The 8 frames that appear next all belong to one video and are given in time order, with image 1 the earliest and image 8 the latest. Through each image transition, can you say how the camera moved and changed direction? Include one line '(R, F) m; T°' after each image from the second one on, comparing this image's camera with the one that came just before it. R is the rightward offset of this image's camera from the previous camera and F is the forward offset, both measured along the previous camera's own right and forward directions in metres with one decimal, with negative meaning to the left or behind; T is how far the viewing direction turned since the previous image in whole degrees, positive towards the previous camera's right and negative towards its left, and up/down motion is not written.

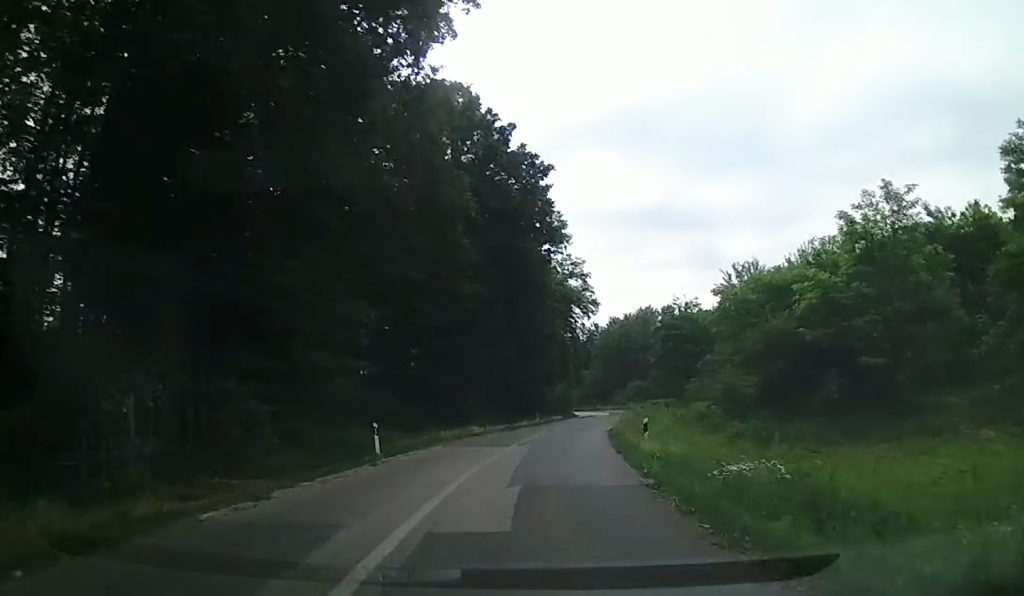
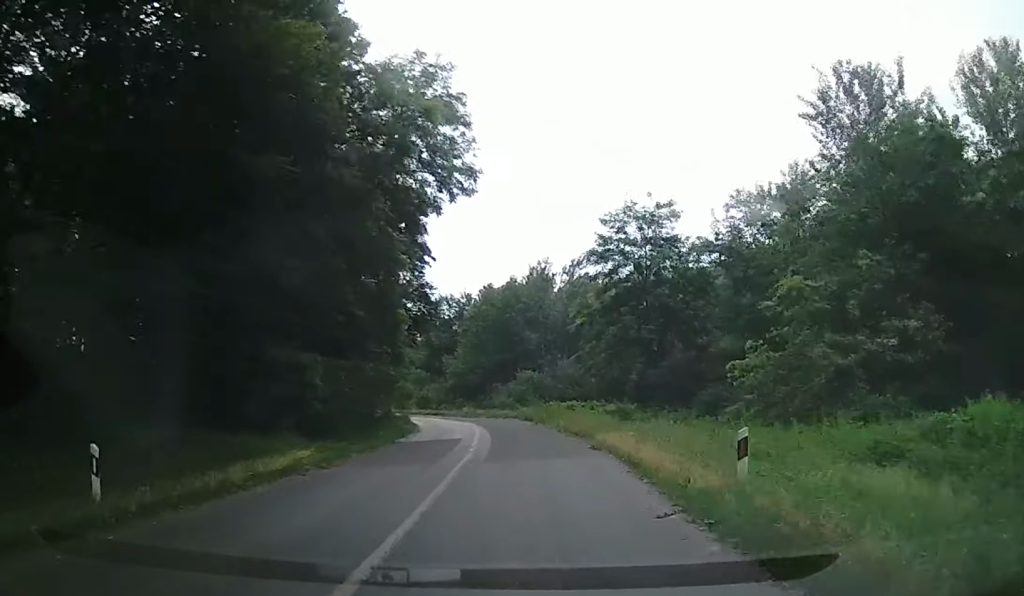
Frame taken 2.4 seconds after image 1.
(+4.6, +45.2) m; +8°
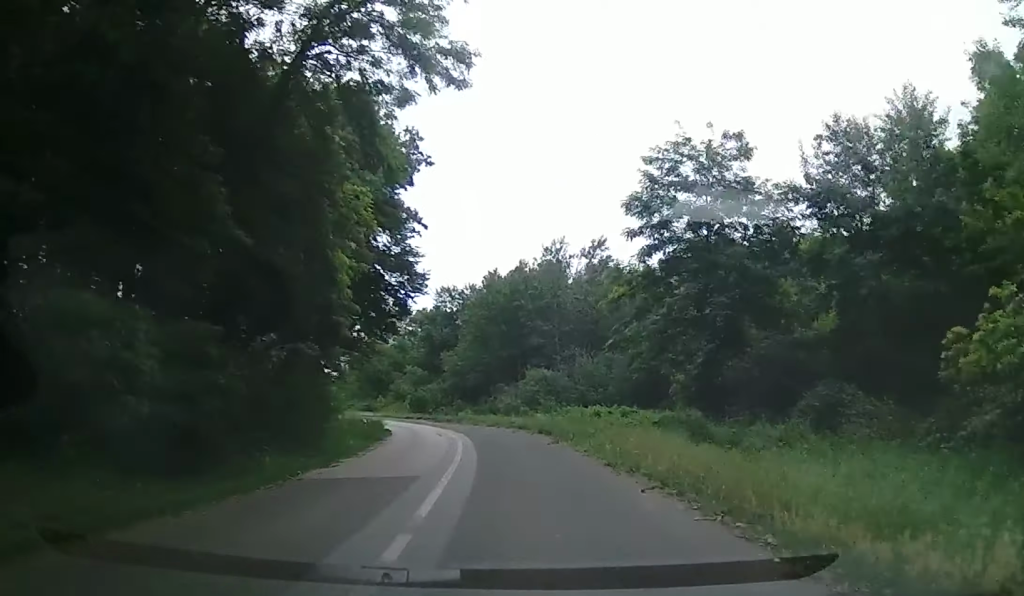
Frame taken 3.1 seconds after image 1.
(+0.1, +12.3) m; -2°
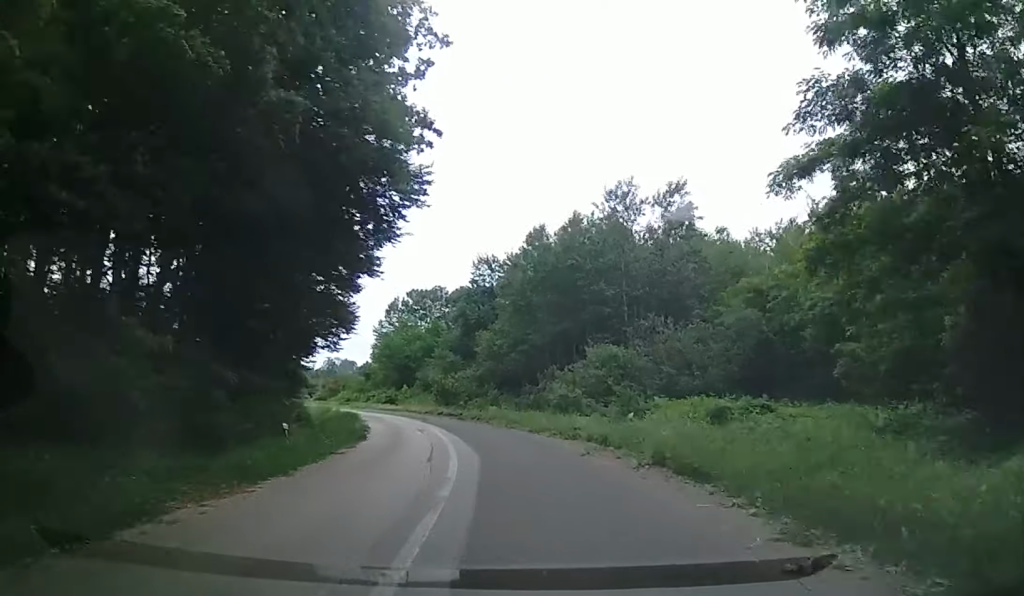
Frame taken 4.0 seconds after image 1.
(-0.8, +17.3) m; -7°
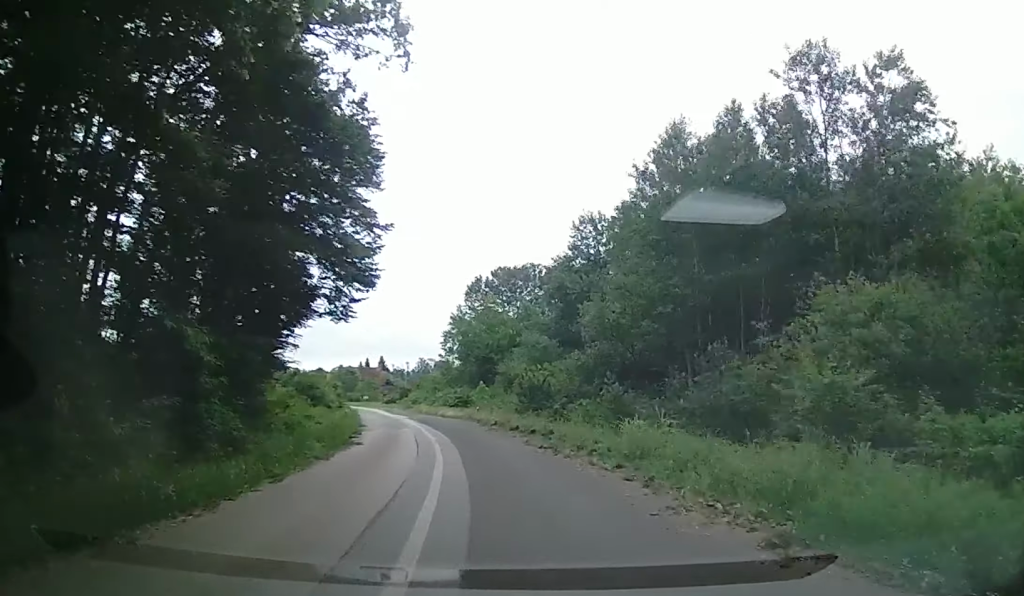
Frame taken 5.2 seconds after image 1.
(-2.1, +22.5) m; -6°
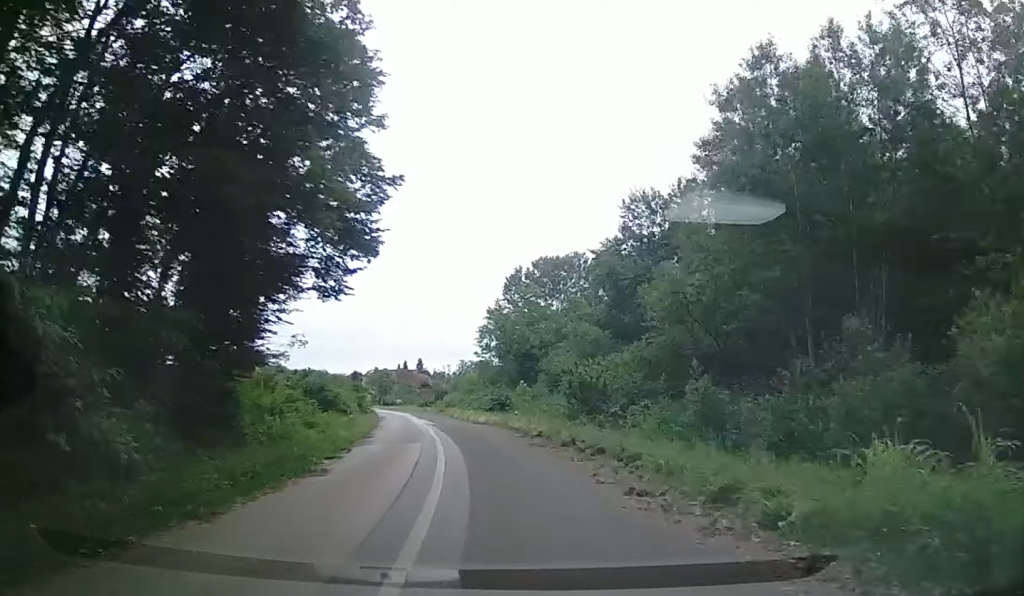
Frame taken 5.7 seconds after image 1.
(+0.2, +8.2) m; -1°
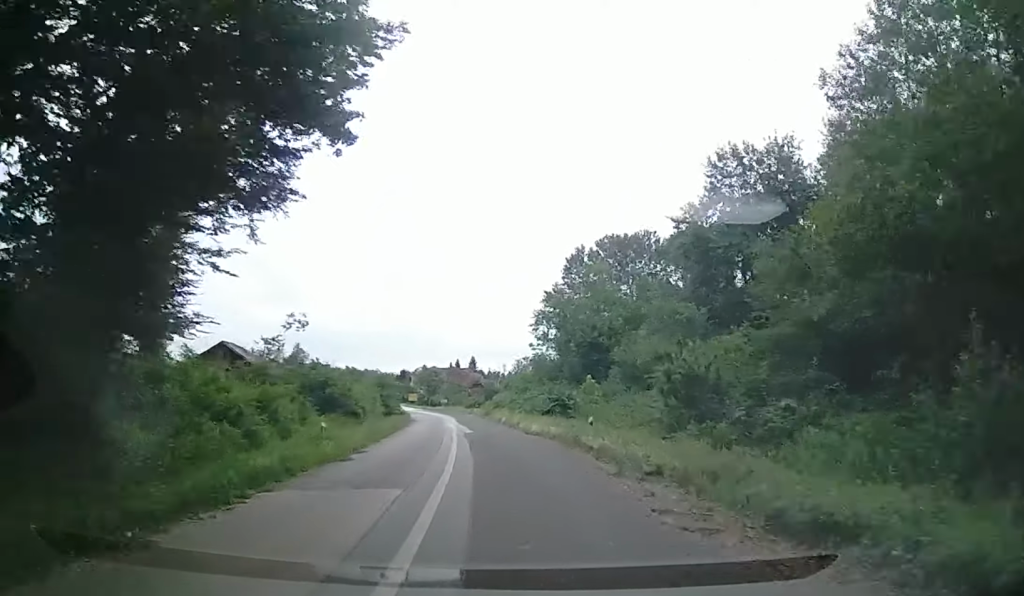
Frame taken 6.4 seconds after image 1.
(+0.2, +11.7) m; -2°
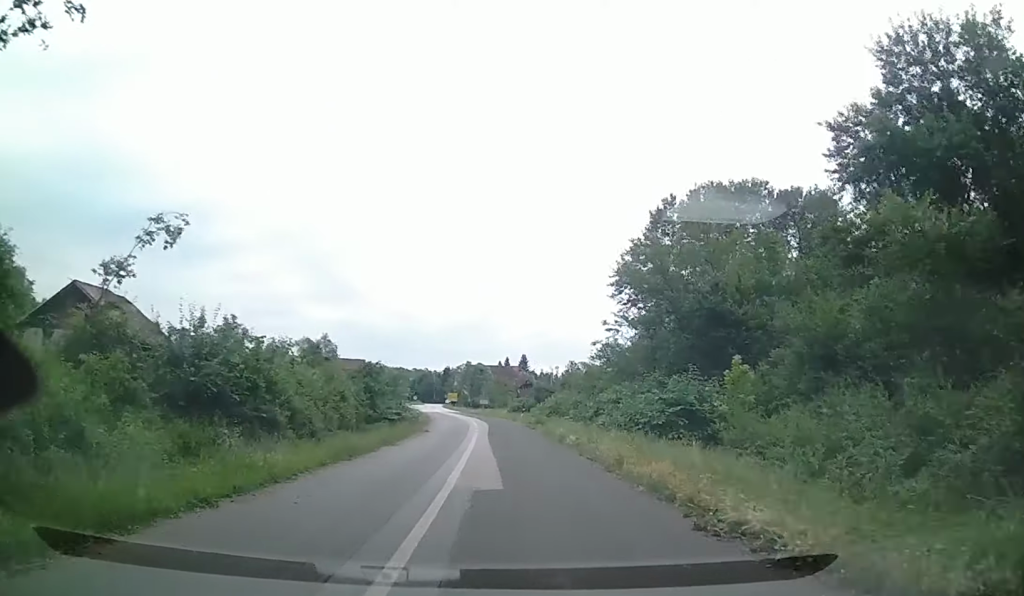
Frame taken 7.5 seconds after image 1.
(-1.7, +19.2) m; -11°
